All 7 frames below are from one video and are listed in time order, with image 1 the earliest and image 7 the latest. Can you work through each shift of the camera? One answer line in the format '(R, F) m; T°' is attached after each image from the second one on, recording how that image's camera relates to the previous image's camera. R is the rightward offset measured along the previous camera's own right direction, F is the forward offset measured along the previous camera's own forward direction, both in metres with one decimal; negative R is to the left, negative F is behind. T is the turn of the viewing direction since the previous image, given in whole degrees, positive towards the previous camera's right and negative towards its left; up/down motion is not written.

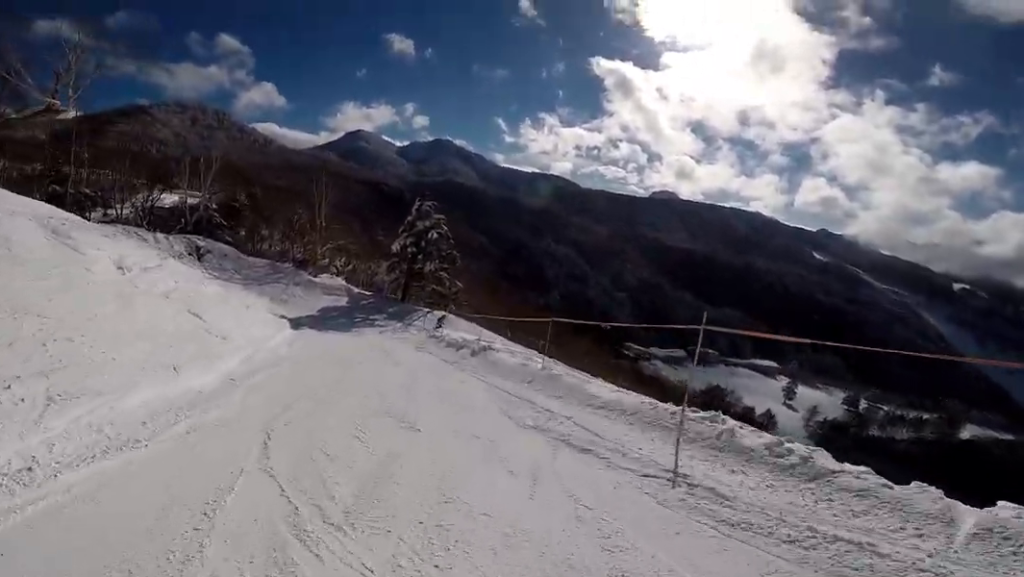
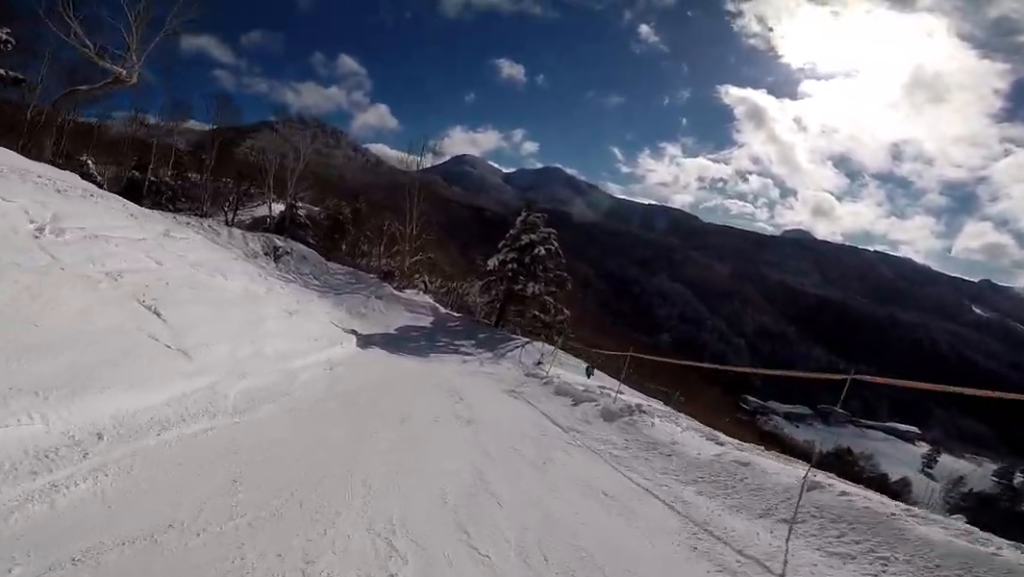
(-0.5, +4.9) m; 0°
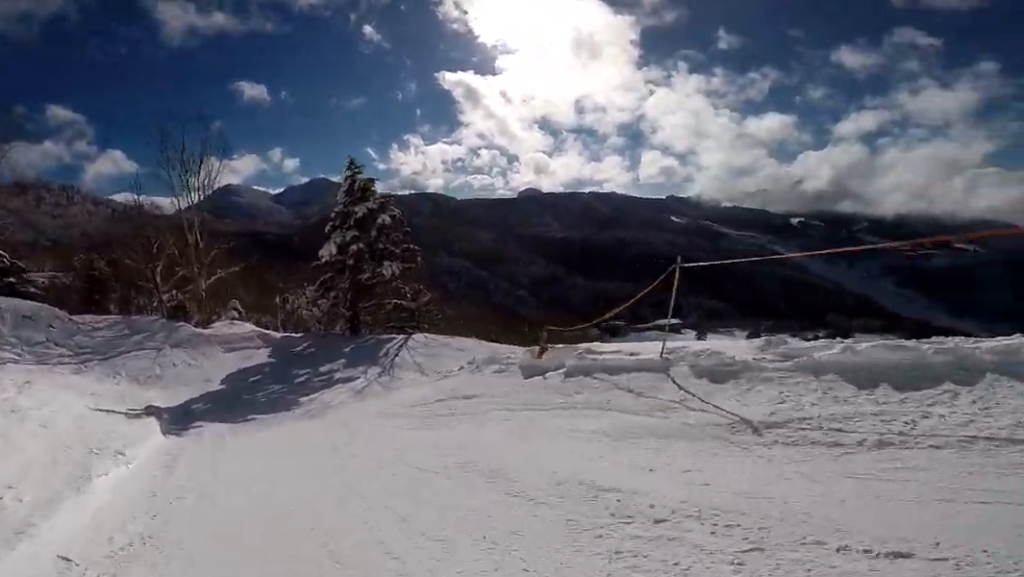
(+0.9, +7.6) m; +8°
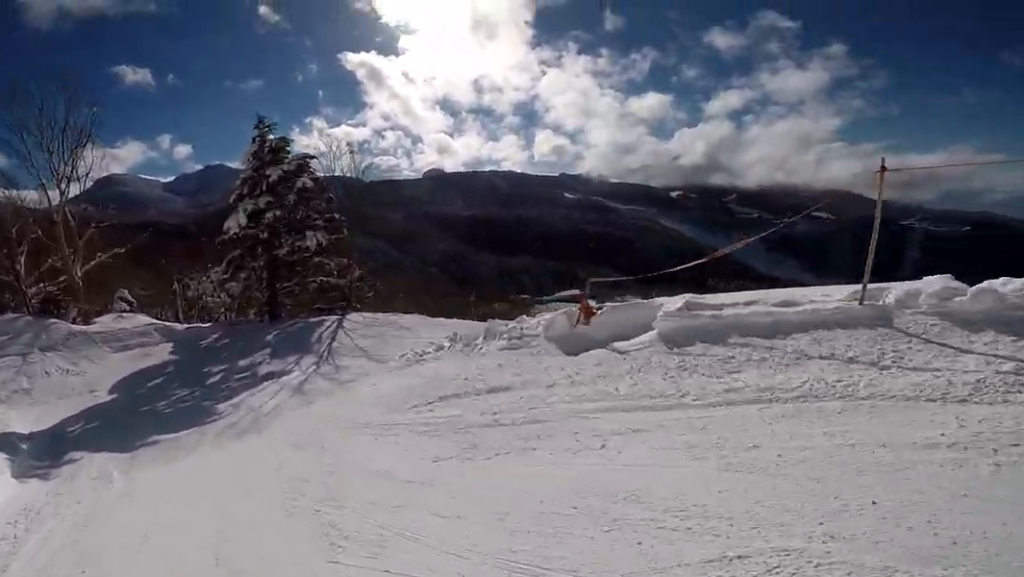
(0.0, +2.8) m; 0°
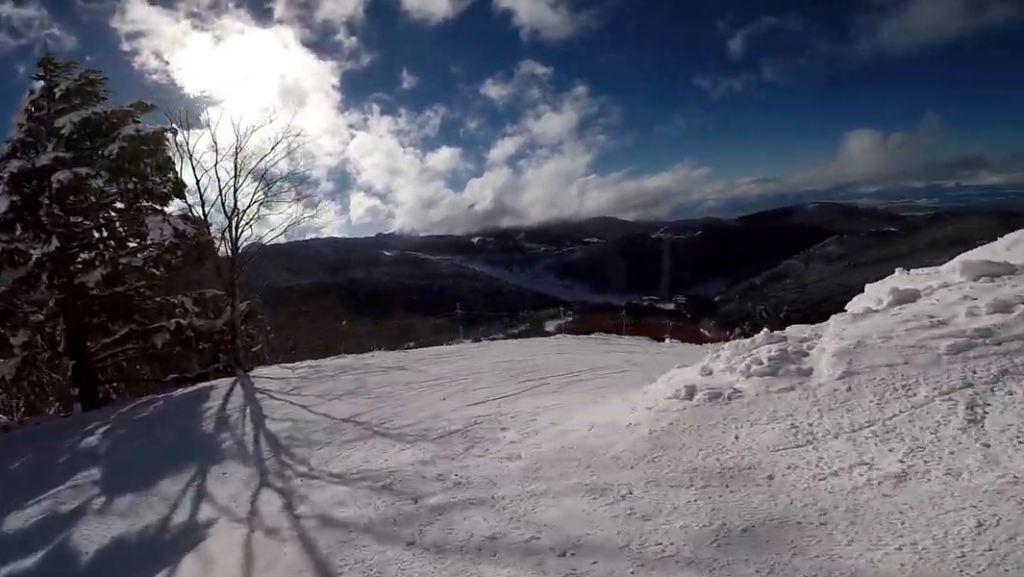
(+0.2, +7.4) m; +27°
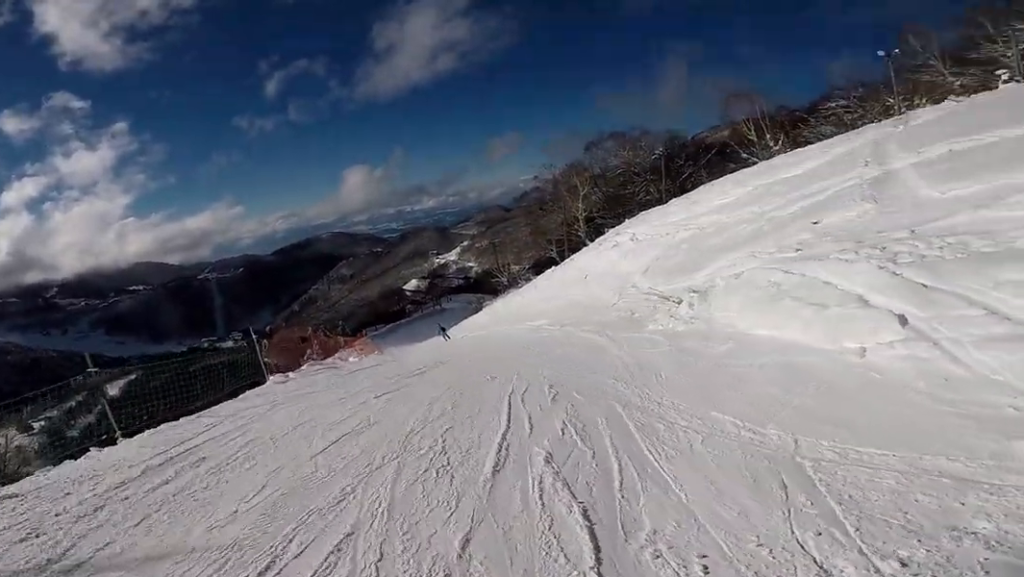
(+3.7, +3.6) m; +56°
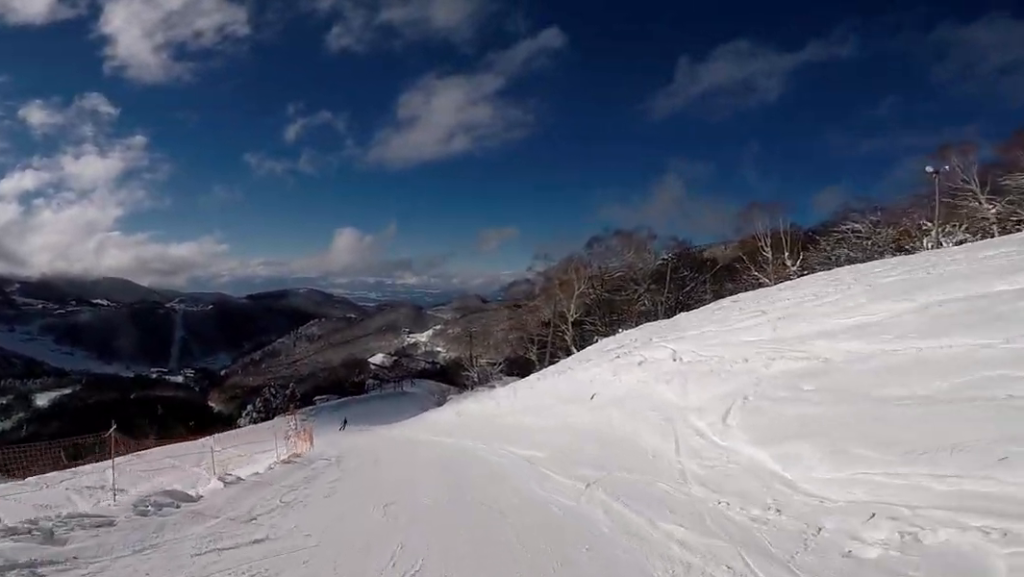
(+1.7, +8.5) m; +23°
